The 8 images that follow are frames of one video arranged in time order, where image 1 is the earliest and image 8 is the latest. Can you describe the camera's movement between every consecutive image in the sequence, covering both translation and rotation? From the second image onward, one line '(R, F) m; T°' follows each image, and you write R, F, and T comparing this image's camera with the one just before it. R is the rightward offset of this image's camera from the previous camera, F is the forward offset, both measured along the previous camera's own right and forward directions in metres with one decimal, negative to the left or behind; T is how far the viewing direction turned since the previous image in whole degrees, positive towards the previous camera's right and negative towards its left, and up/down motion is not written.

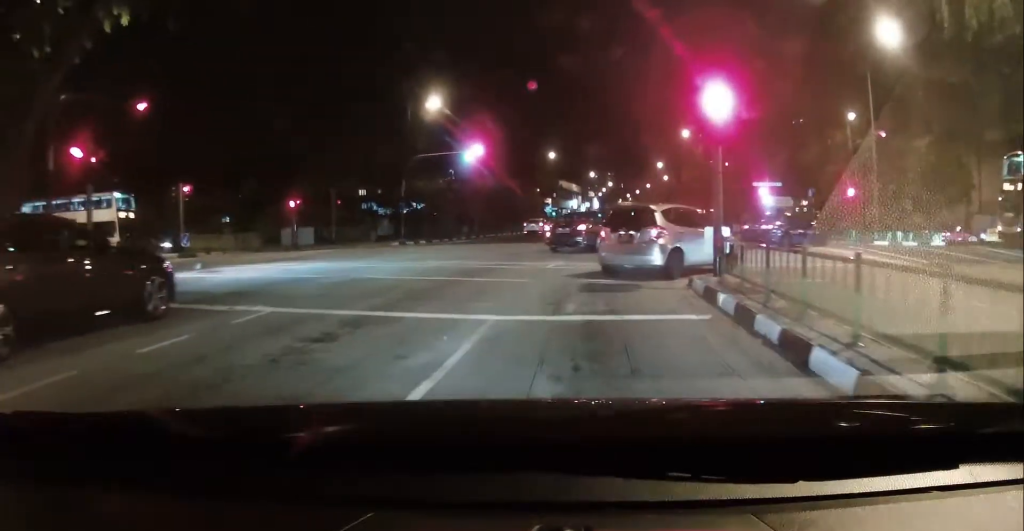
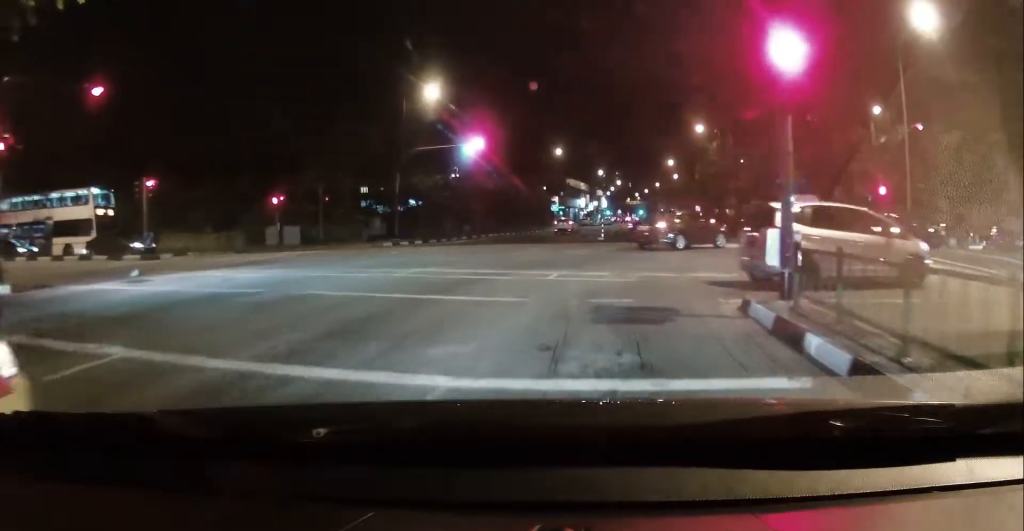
(+0.3, +3.4) m; -3°
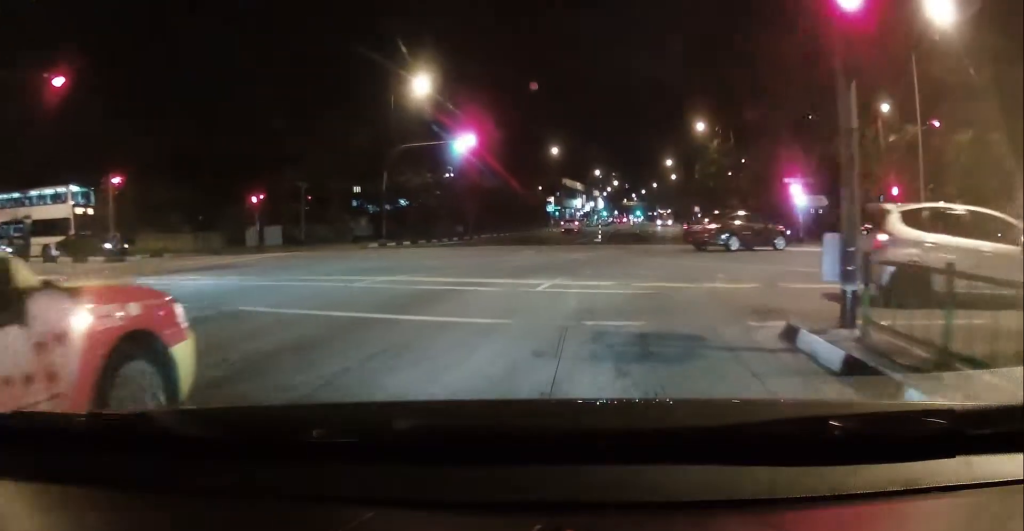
(0.0, +2.0) m; -3°
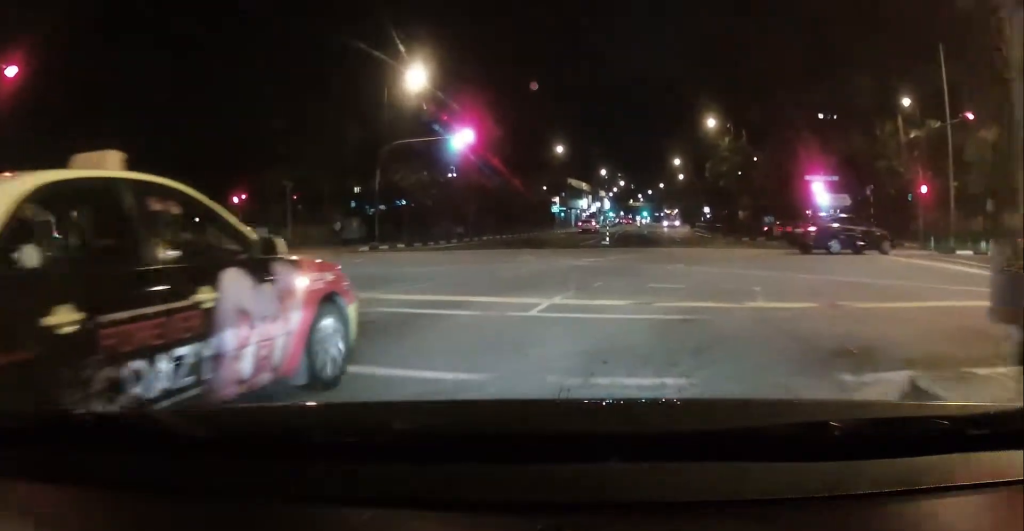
(-0.5, +2.7) m; -6°
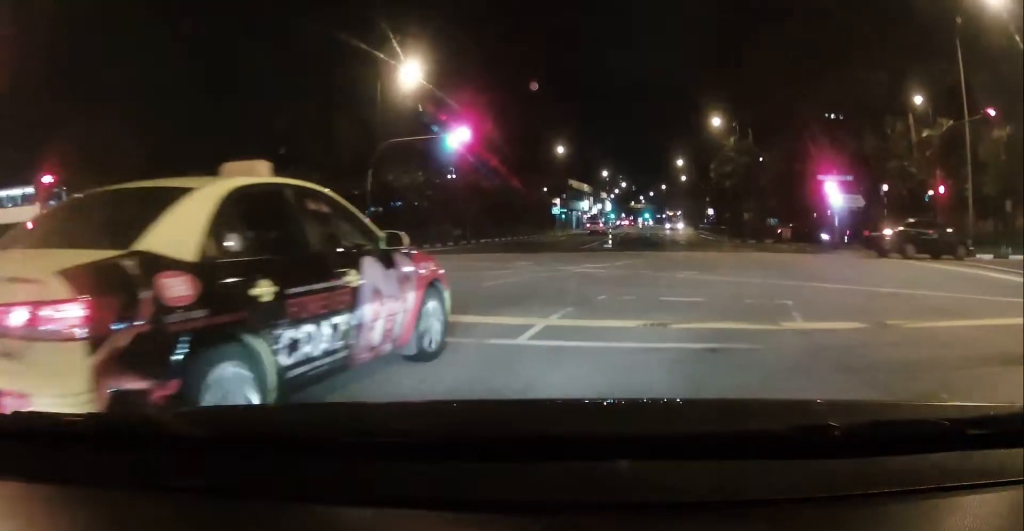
(+0.1, +1.8) m; +4°
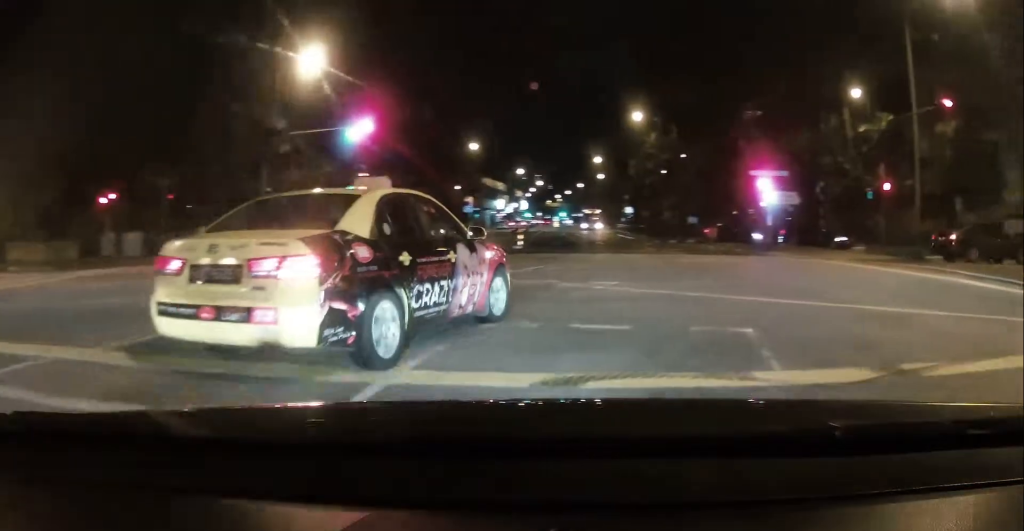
(+0.2, +3.2) m; +10°
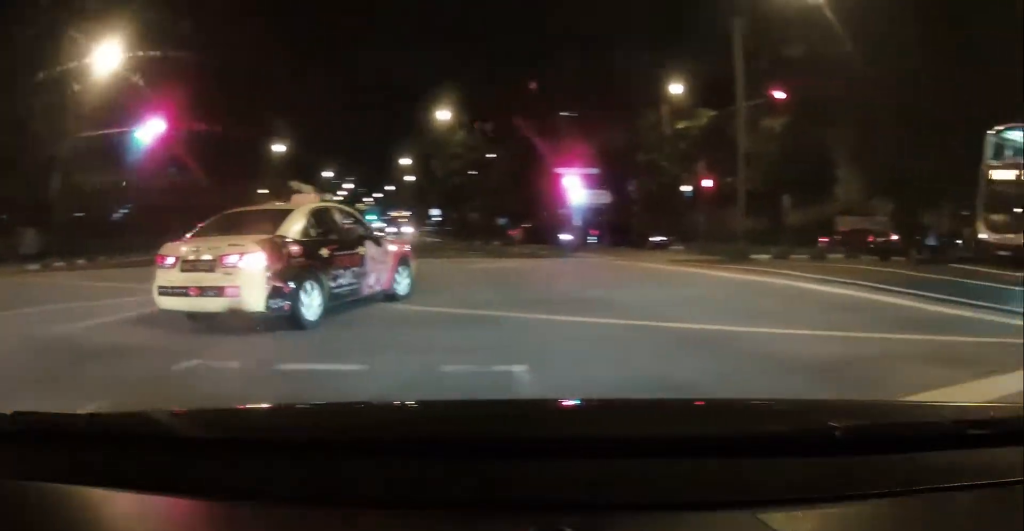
(+0.3, +2.7) m; +8°
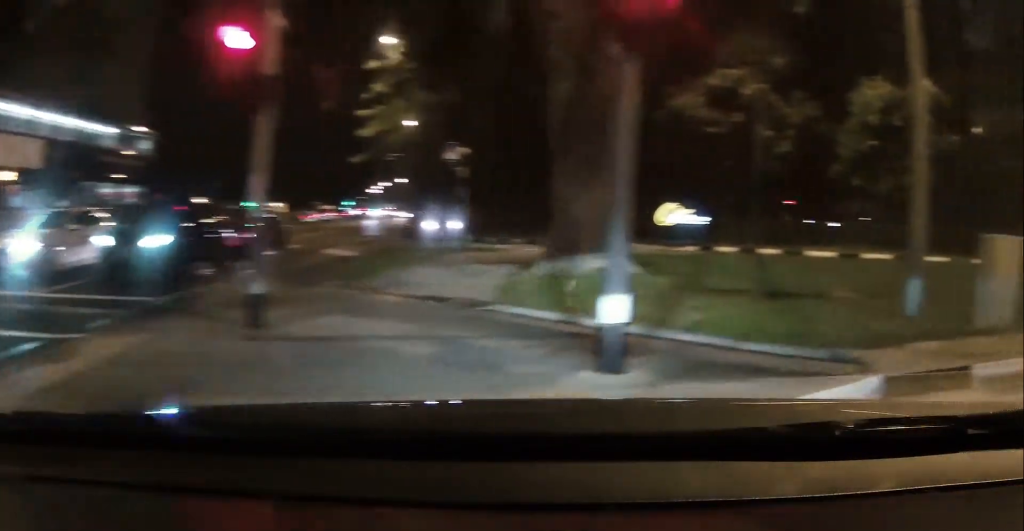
(+2.7, +5.1) m; +77°
